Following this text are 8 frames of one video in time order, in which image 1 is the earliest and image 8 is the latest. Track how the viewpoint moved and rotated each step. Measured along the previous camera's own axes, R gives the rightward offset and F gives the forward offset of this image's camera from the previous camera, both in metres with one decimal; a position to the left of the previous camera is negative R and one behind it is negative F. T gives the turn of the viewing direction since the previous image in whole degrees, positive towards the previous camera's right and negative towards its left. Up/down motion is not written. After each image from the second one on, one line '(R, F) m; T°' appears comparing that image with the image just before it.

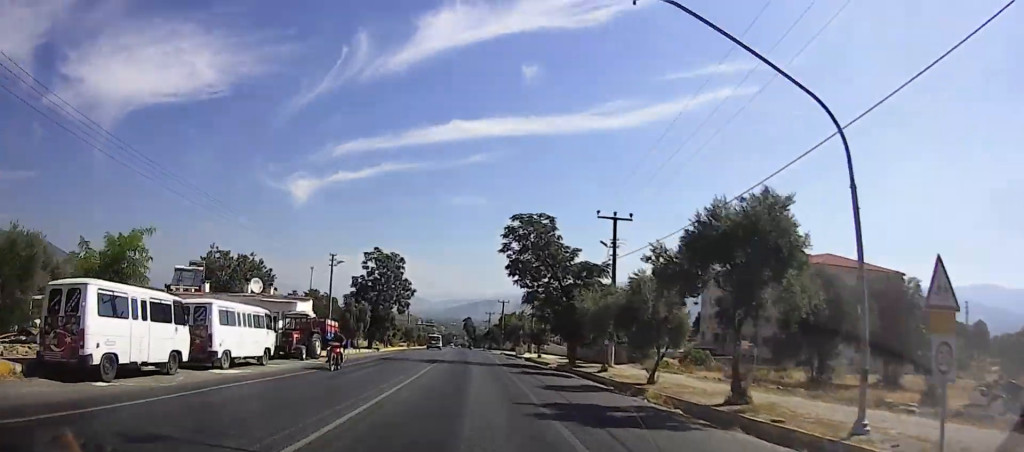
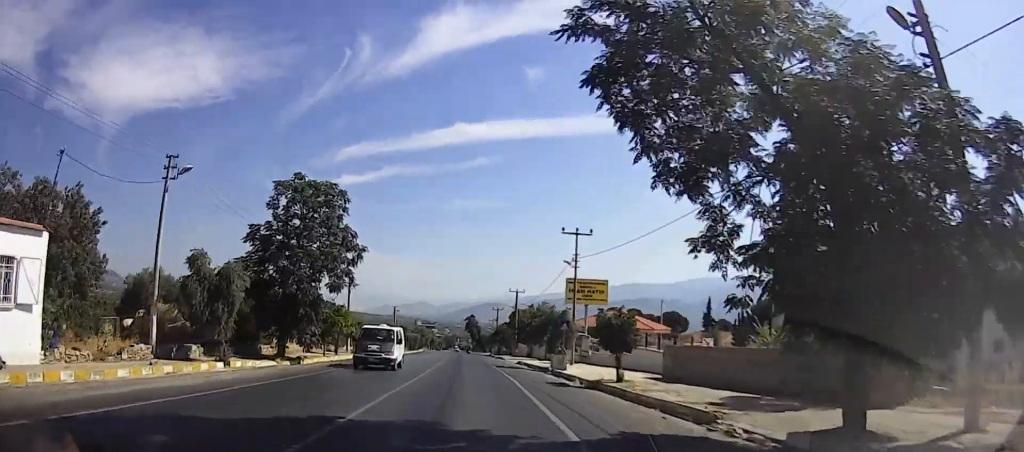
(0.0, +27.0) m; 0°
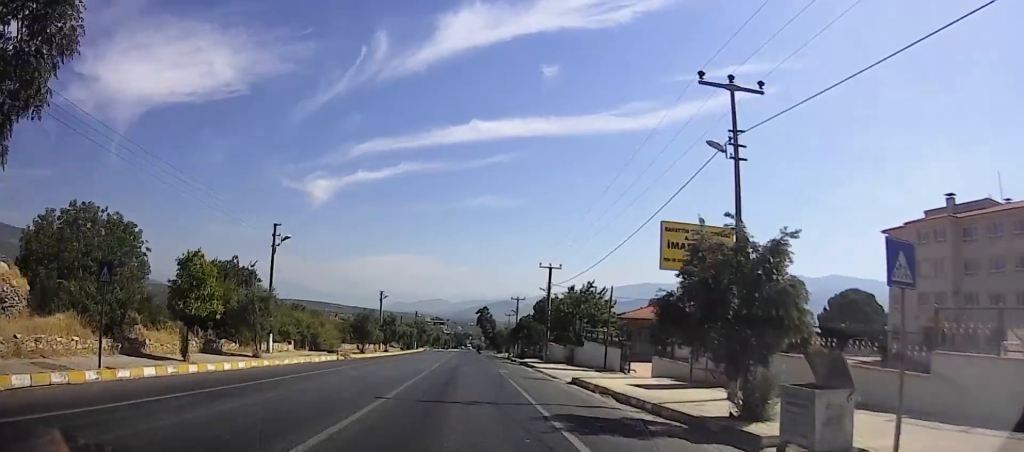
(0.0, +25.2) m; -1°
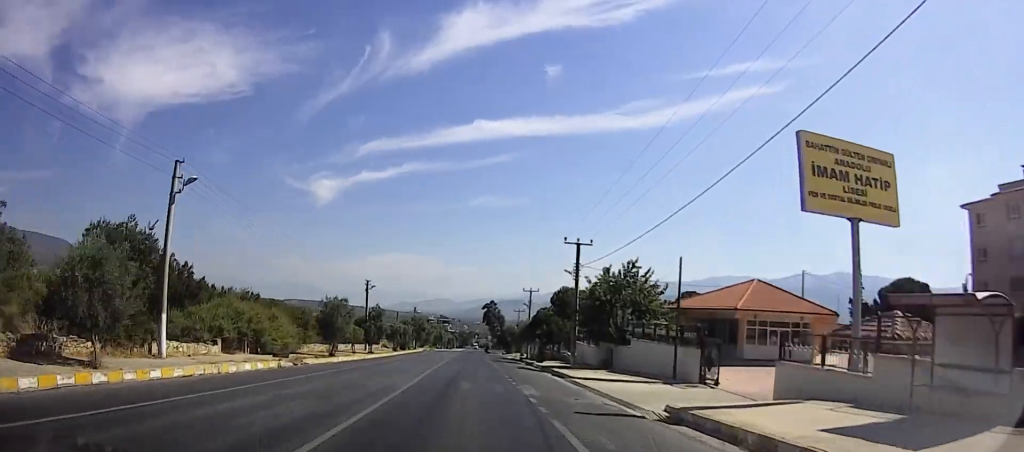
(-0.2, +12.8) m; -1°
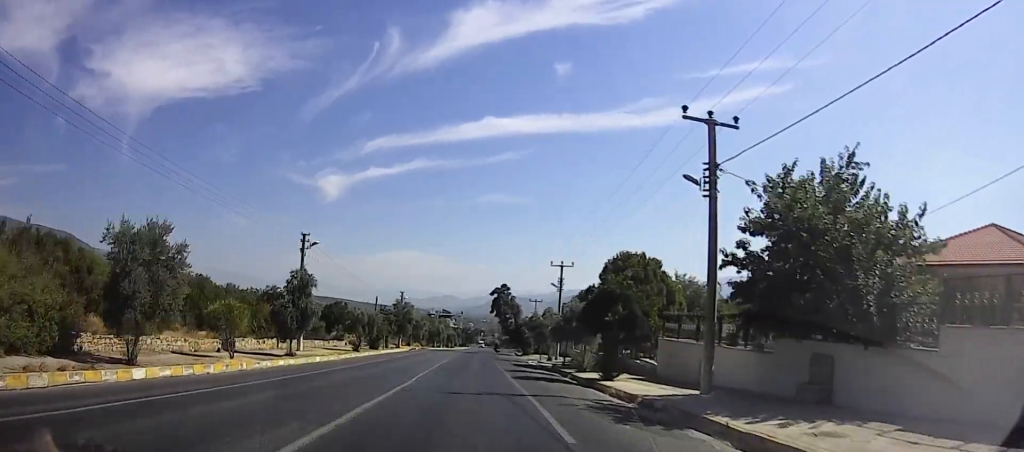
(-0.2, +24.2) m; -1°
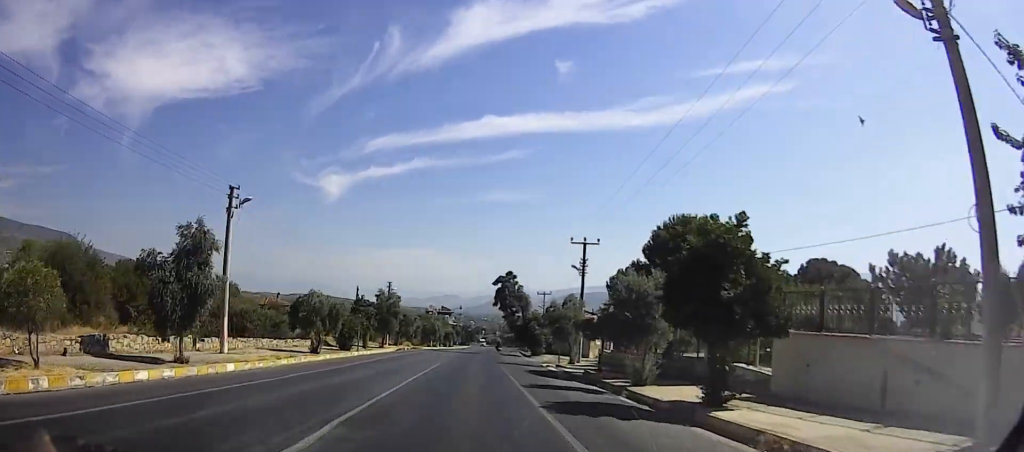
(0.0, +11.5) m; 0°
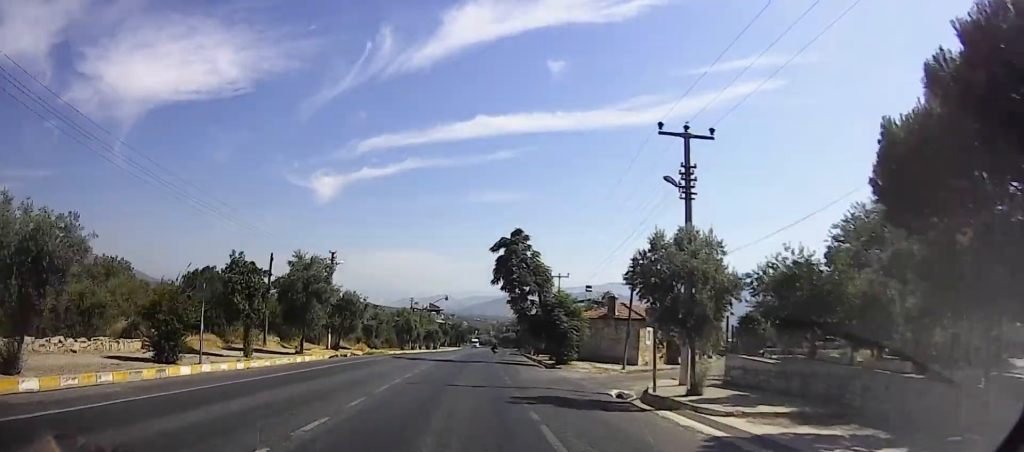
(0.0, +23.0) m; +2°
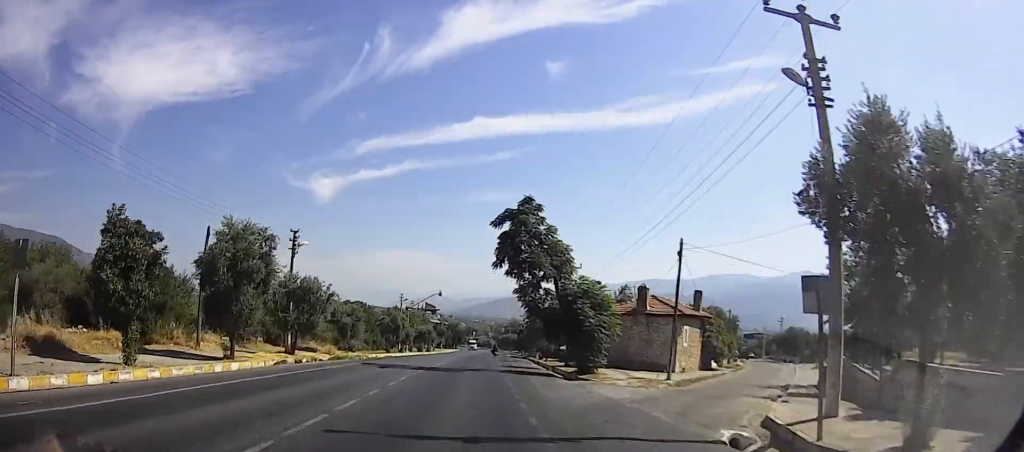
(-0.3, +8.8) m; +2°
